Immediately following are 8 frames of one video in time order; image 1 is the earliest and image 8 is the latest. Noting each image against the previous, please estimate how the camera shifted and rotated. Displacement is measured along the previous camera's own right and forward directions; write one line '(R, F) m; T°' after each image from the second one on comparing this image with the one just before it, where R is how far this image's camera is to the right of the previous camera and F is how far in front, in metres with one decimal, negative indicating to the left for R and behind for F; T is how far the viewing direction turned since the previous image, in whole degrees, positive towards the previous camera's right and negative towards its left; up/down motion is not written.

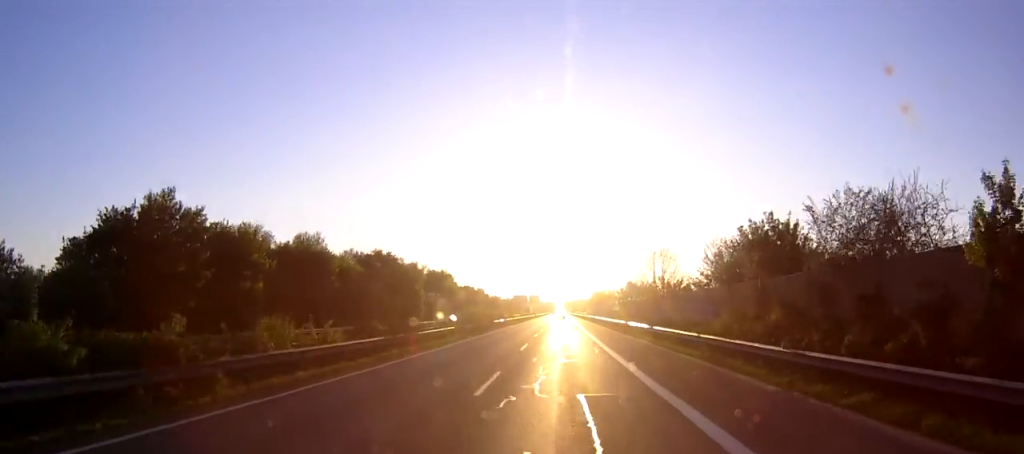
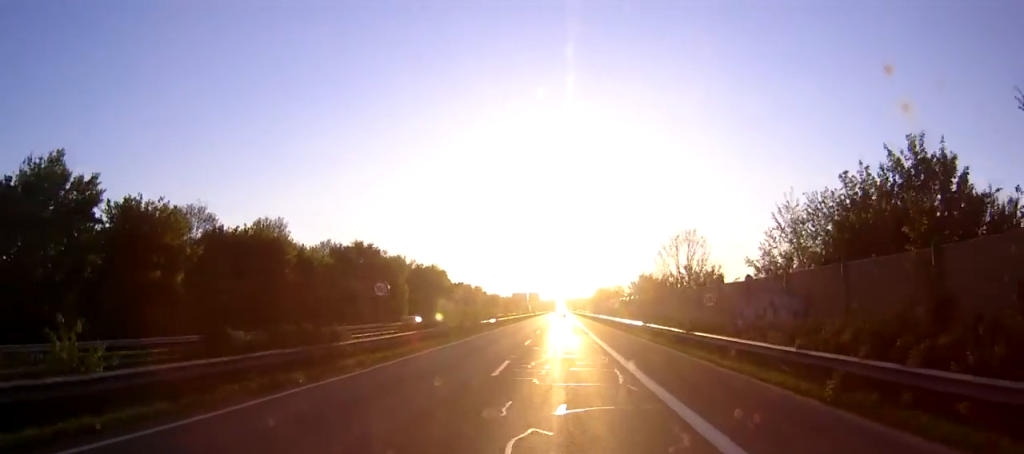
(0.0, +13.1) m; 0°
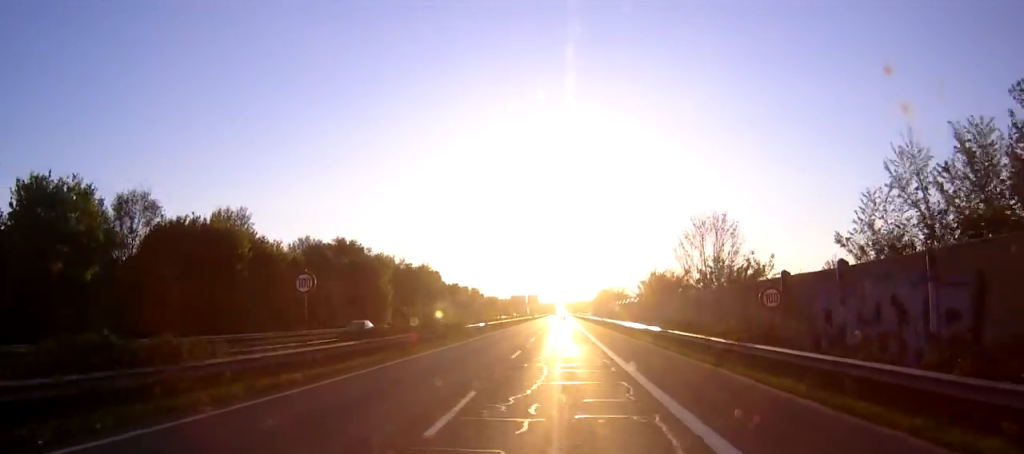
(0.0, +9.9) m; 0°
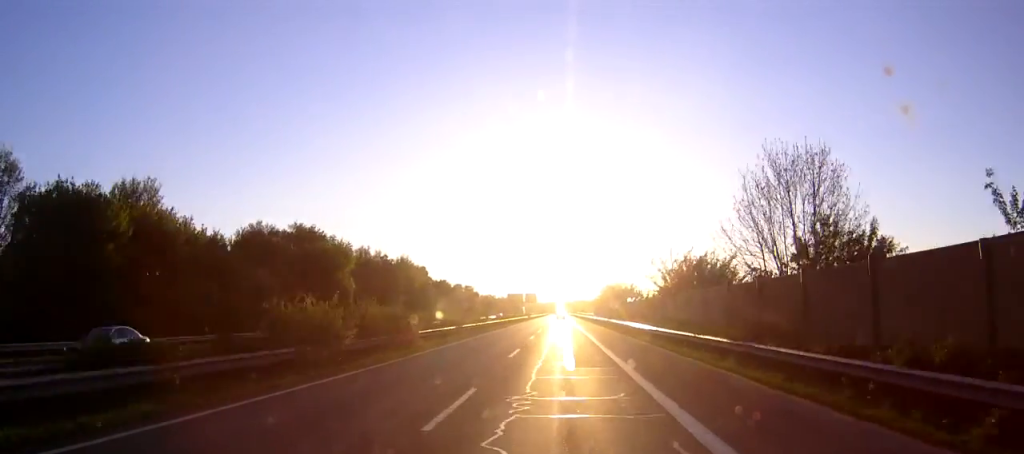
(0.0, +17.2) m; 0°
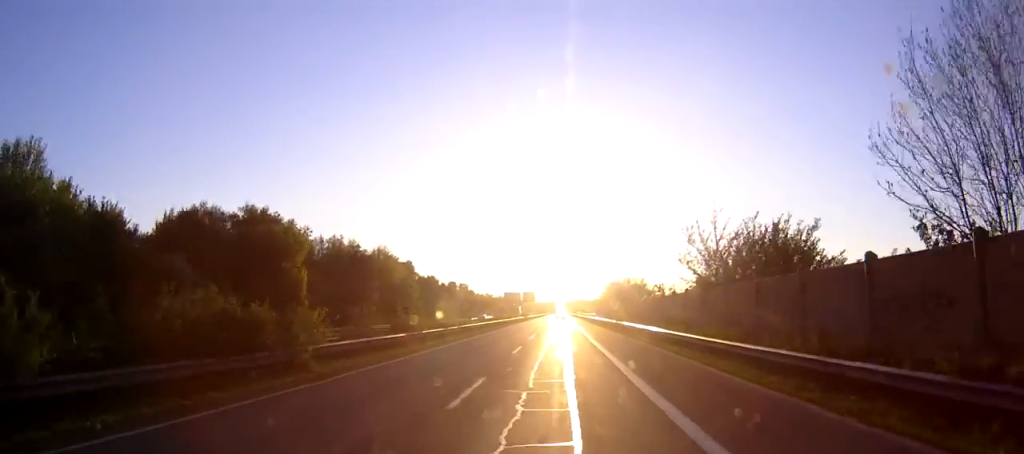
(0.0, +14.8) m; 0°
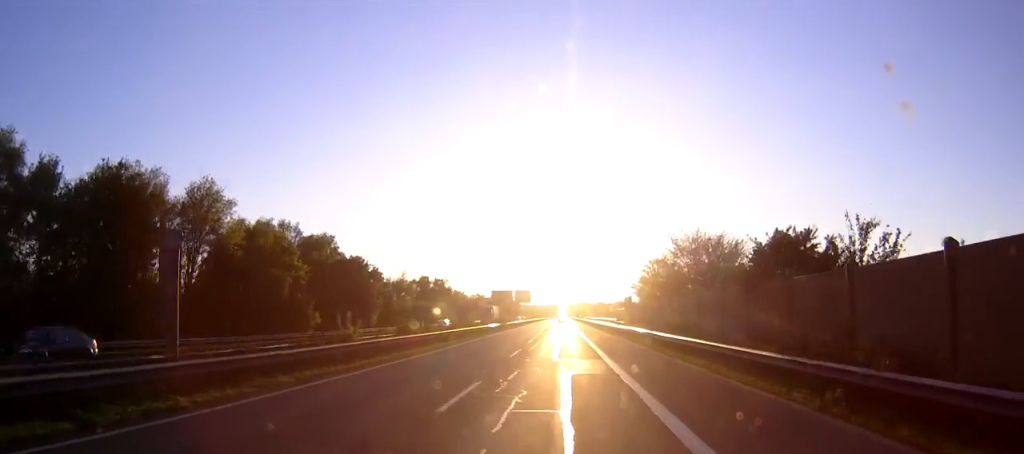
(-0.1, +53.8) m; 0°
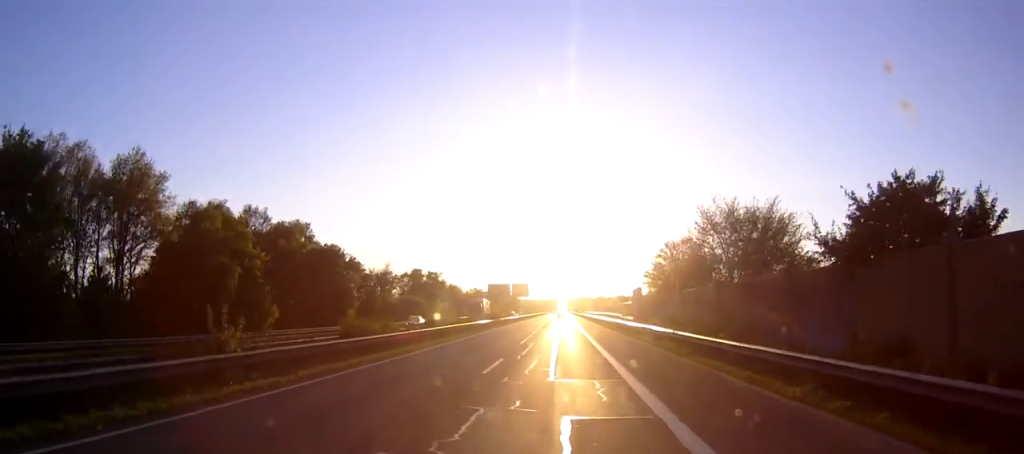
(0.0, +10.0) m; 0°
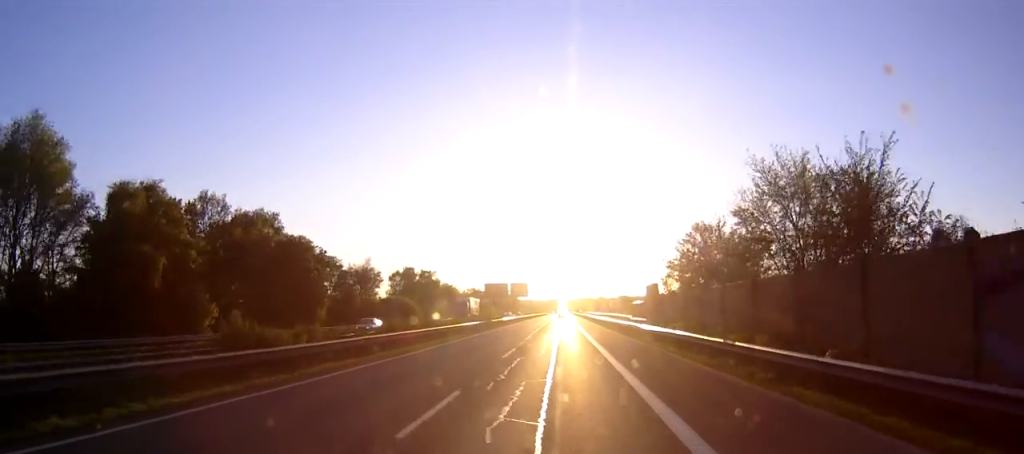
(0.0, +10.8) m; 0°
